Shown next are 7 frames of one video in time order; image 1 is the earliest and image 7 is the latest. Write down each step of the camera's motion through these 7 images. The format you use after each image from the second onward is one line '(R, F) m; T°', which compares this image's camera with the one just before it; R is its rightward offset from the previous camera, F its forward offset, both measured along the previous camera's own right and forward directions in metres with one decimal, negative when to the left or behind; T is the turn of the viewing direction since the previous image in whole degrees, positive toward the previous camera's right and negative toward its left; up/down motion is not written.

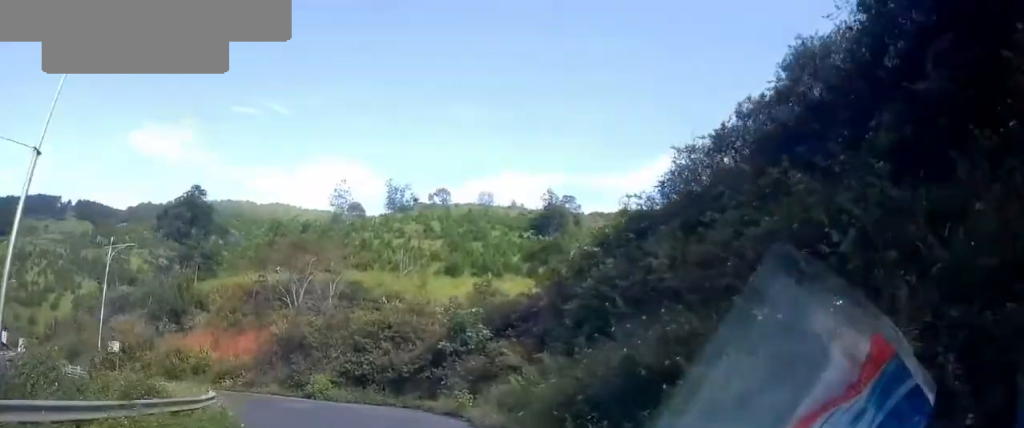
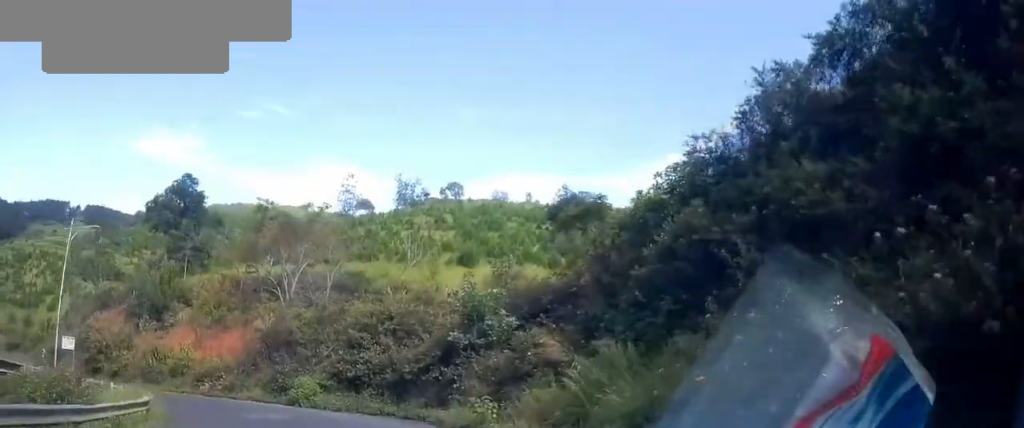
(-0.1, +6.0) m; -3°
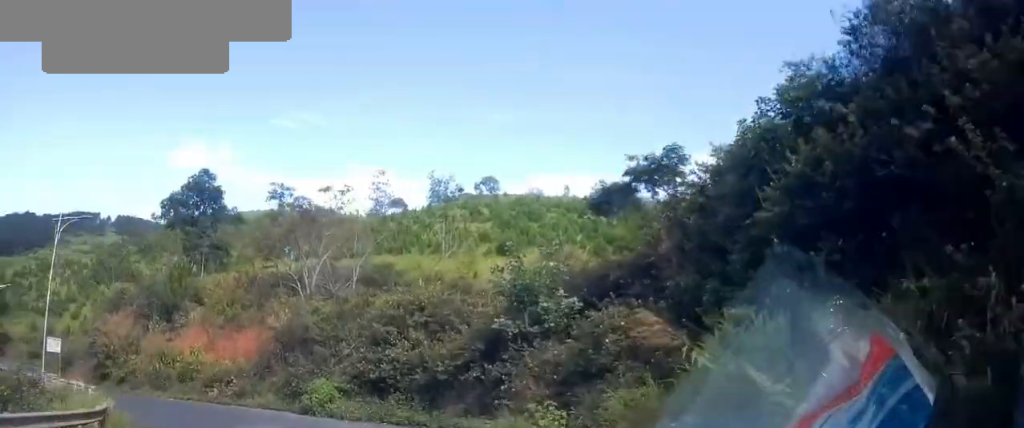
(-0.1, +4.3) m; -4°
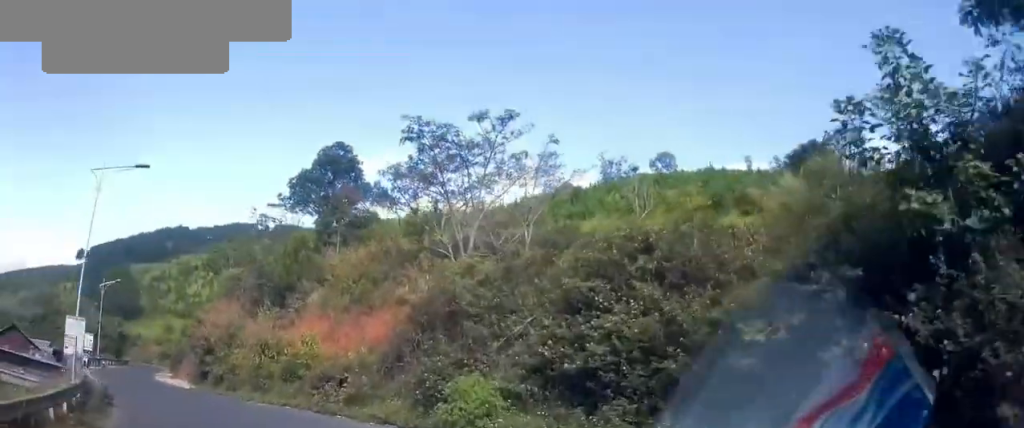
(-1.0, +9.6) m; -17°
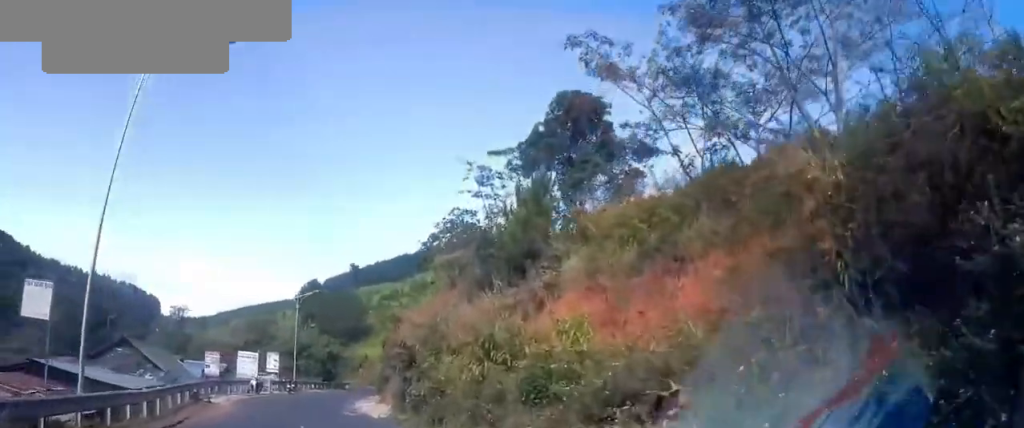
(-2.8, +11.5) m; -26°
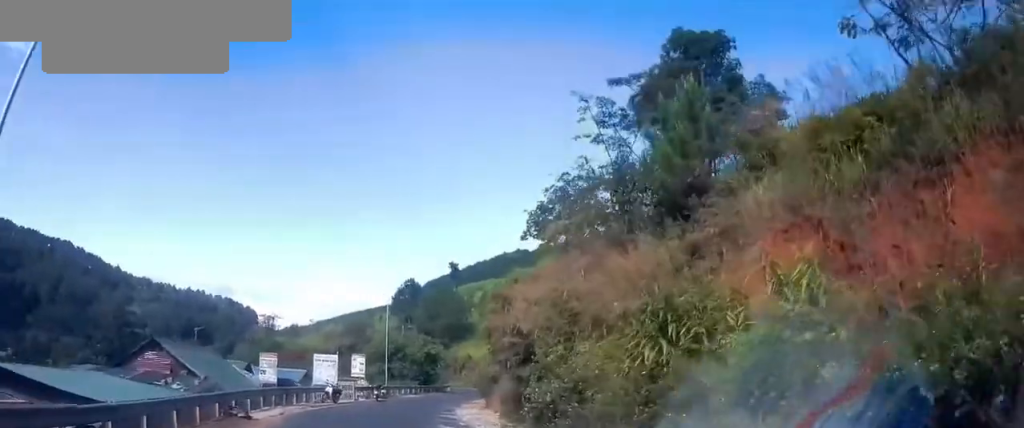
(-0.4, +6.1) m; -11°
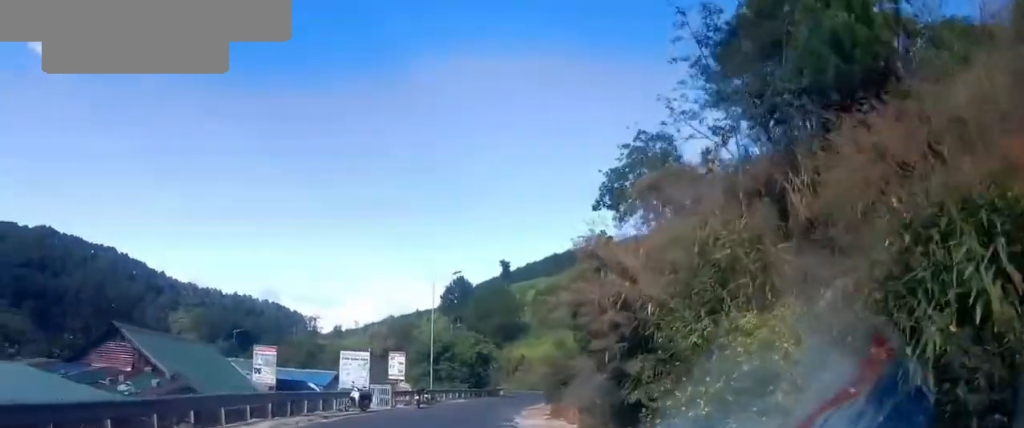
(-0.7, +5.8) m; -7°
